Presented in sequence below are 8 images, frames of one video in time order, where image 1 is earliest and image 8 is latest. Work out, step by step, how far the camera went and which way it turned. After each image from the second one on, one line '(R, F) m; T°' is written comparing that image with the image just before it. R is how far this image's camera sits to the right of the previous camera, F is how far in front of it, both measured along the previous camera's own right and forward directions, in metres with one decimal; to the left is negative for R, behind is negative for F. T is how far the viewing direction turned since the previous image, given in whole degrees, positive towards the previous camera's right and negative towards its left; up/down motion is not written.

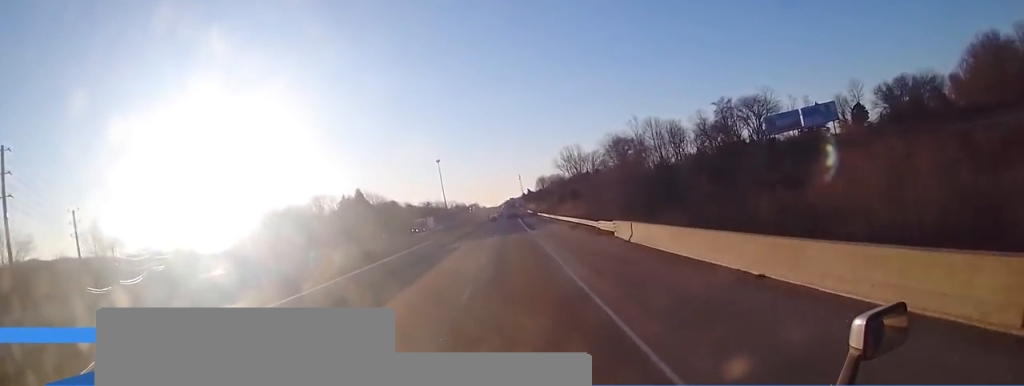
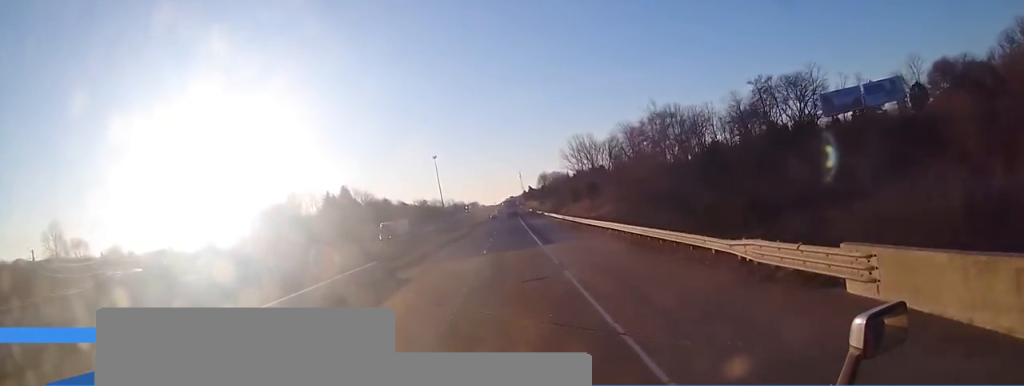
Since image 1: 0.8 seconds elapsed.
(+0.4, +21.9) m; 0°
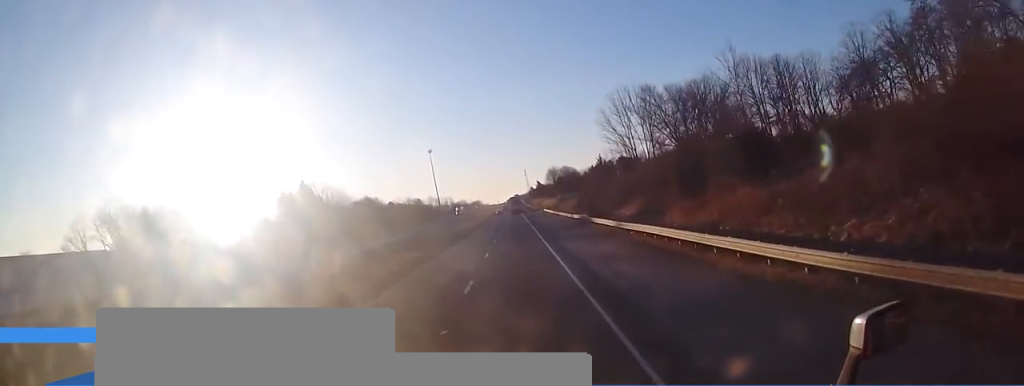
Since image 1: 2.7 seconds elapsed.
(-0.8, +52.4) m; -1°
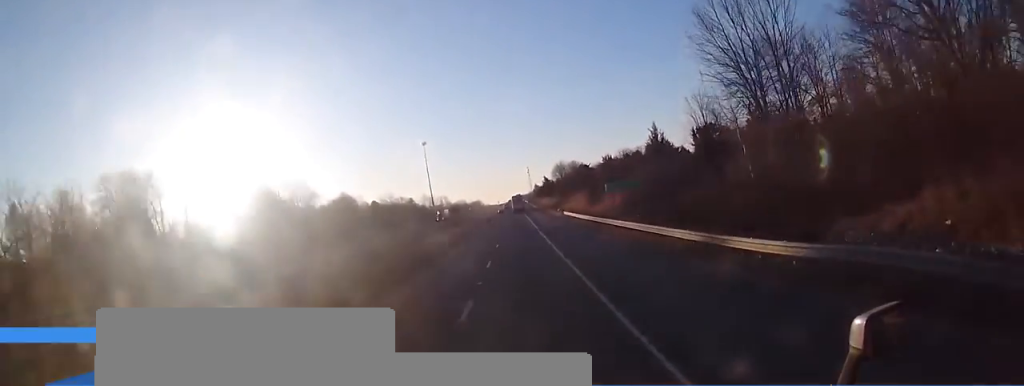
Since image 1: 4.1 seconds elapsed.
(+0.4, +40.6) m; +1°
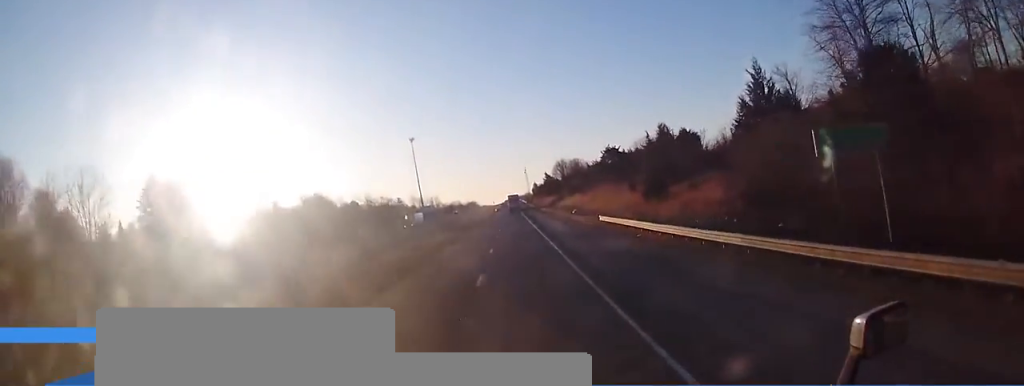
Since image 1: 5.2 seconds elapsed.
(0.0, +31.4) m; -1°
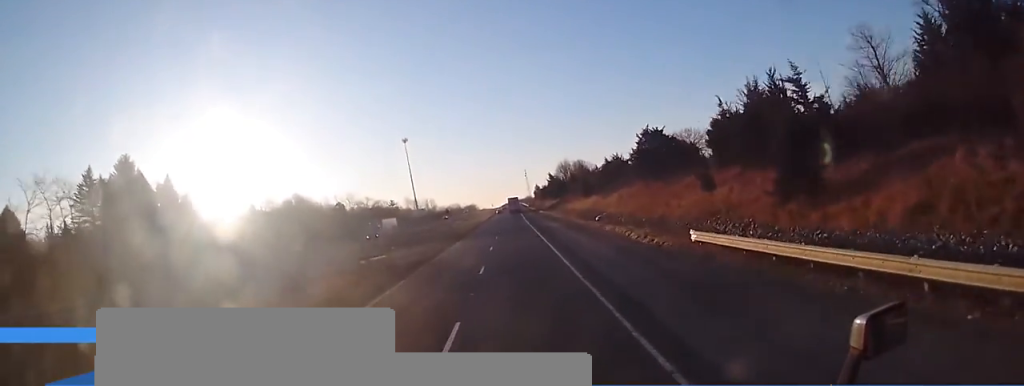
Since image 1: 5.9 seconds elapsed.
(-0.2, +20.1) m; -1°
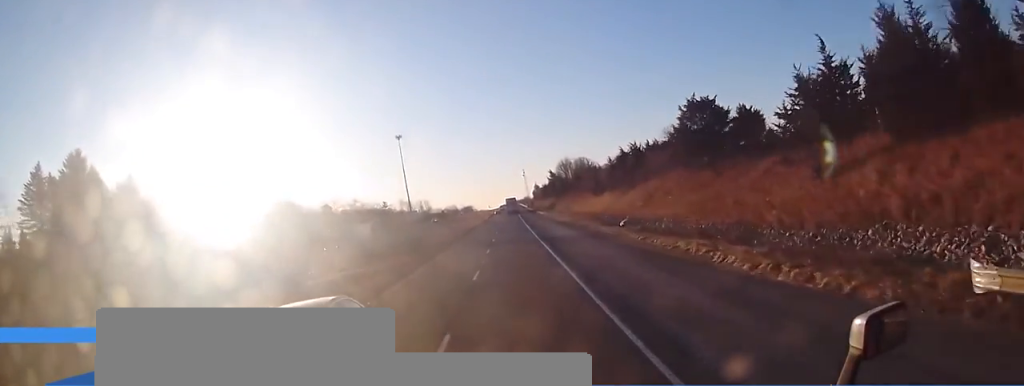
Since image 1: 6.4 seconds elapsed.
(0.0, +13.2) m; 0°
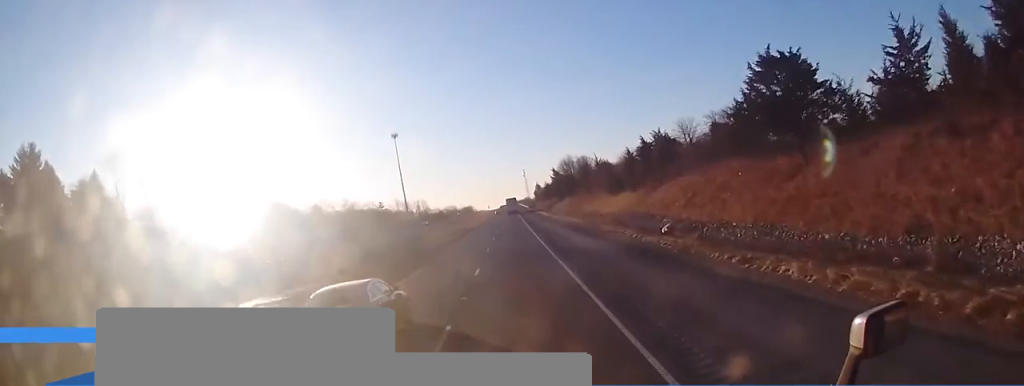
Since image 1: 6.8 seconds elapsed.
(-0.1, +11.9) m; 0°
